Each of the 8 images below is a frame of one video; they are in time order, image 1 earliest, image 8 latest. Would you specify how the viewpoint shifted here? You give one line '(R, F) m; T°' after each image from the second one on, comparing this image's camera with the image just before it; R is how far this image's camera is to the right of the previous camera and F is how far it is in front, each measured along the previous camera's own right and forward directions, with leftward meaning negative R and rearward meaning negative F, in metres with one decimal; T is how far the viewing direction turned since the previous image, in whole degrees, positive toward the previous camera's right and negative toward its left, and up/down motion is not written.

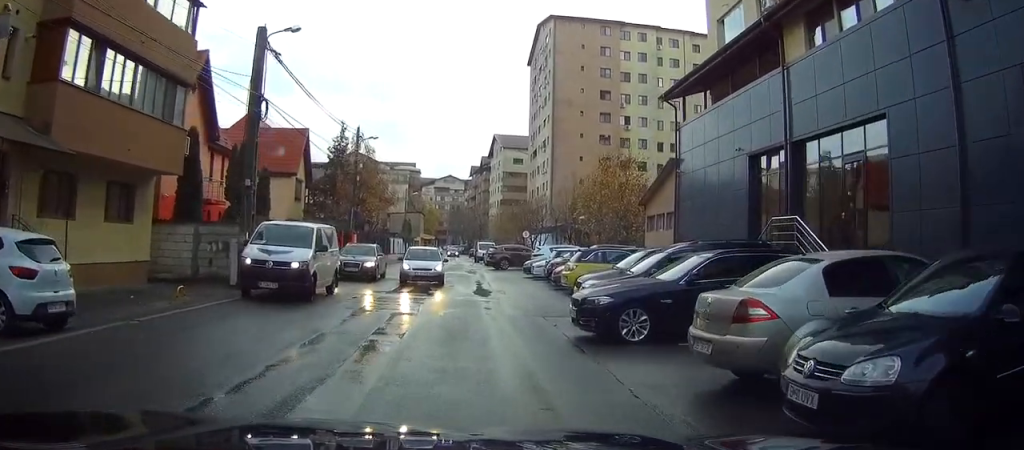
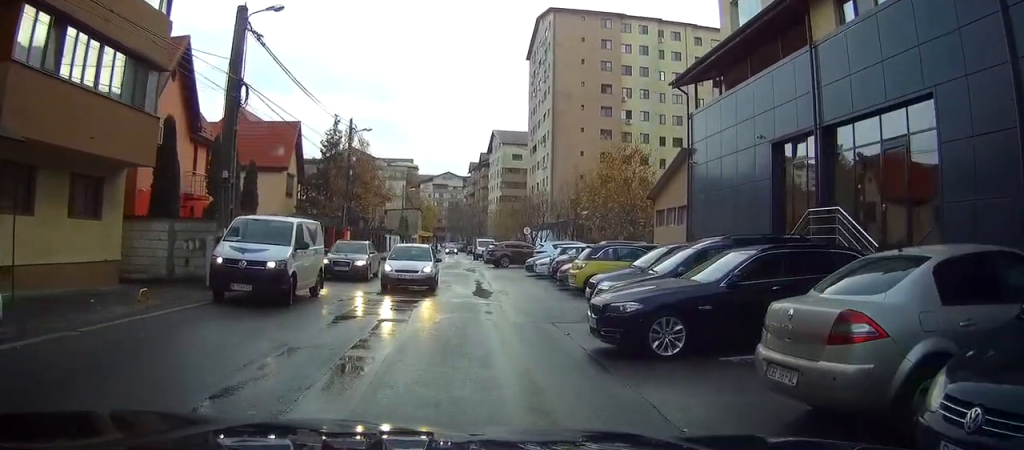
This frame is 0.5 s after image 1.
(-0.1, +1.9) m; +7°
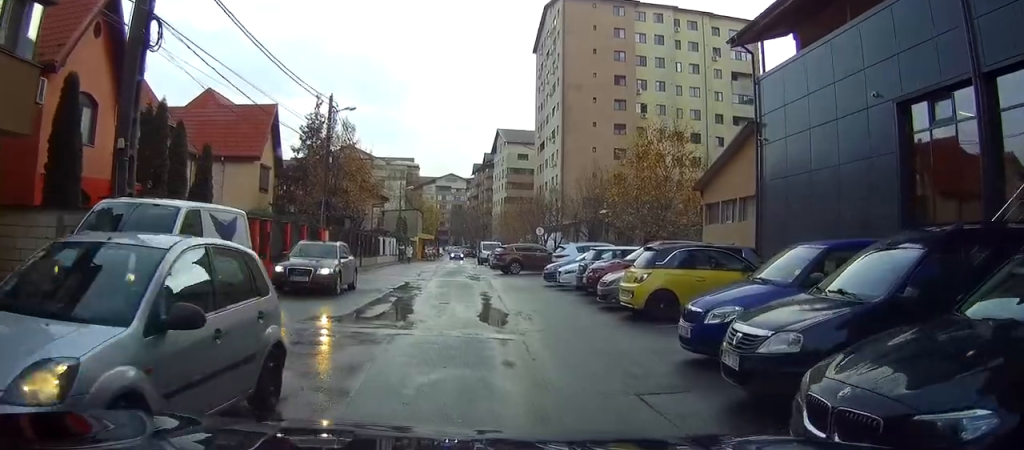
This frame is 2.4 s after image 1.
(-0.2, +7.2) m; -23°
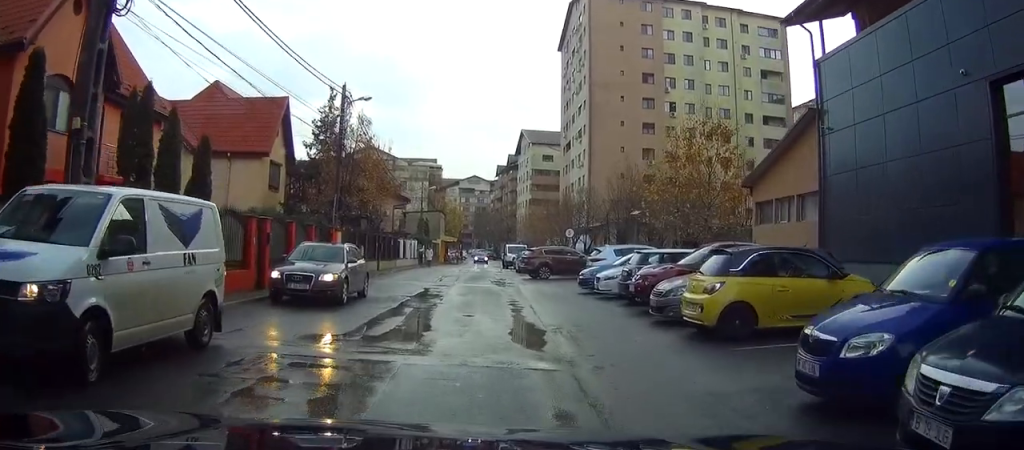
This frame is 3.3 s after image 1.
(-0.1, +2.9) m; +3°
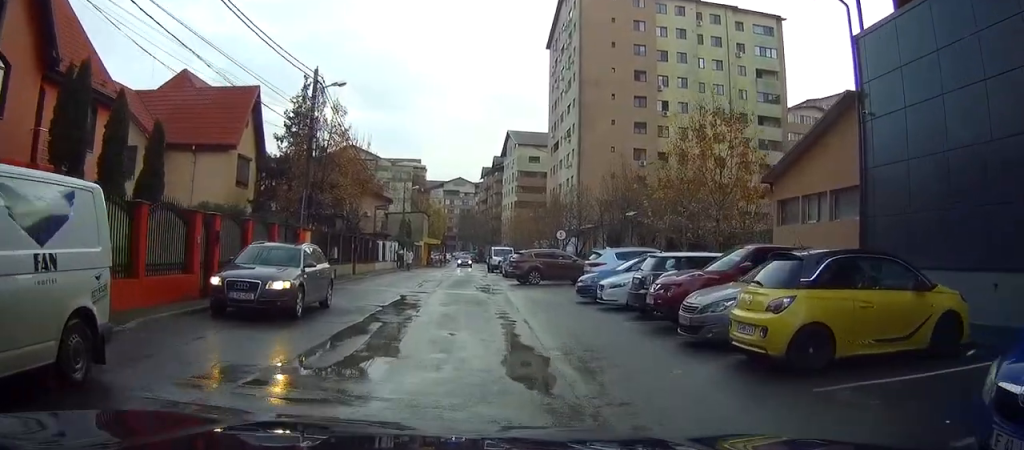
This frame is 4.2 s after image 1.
(+0.2, +2.6) m; +3°
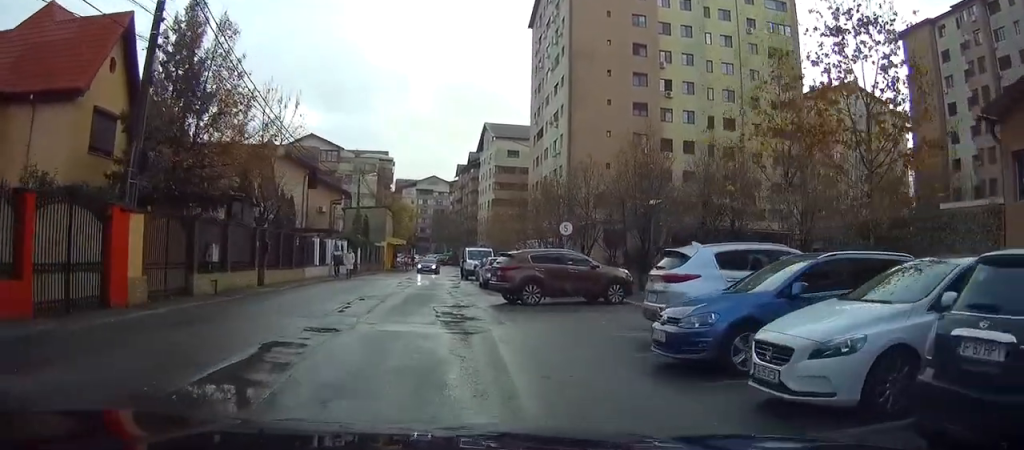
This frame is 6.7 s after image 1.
(-1.7, +10.0) m; -29°
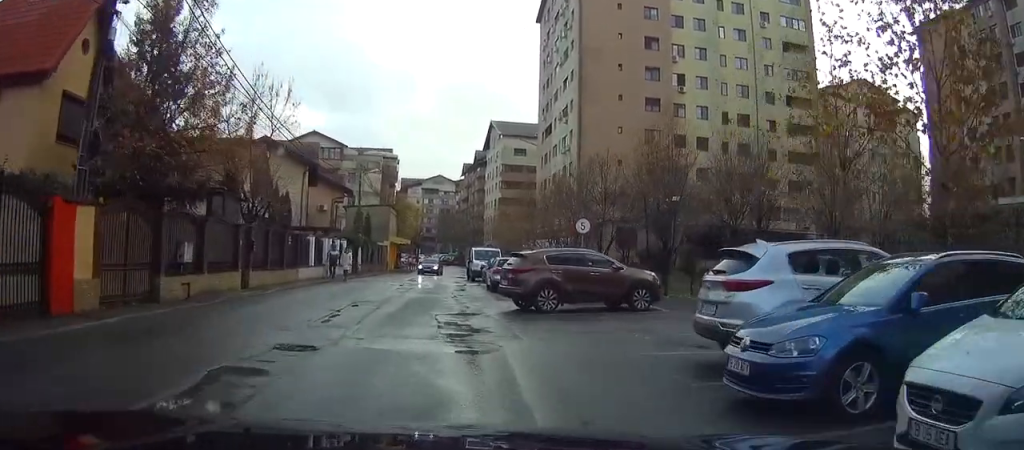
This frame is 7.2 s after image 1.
(-0.6, +2.2) m; -5°
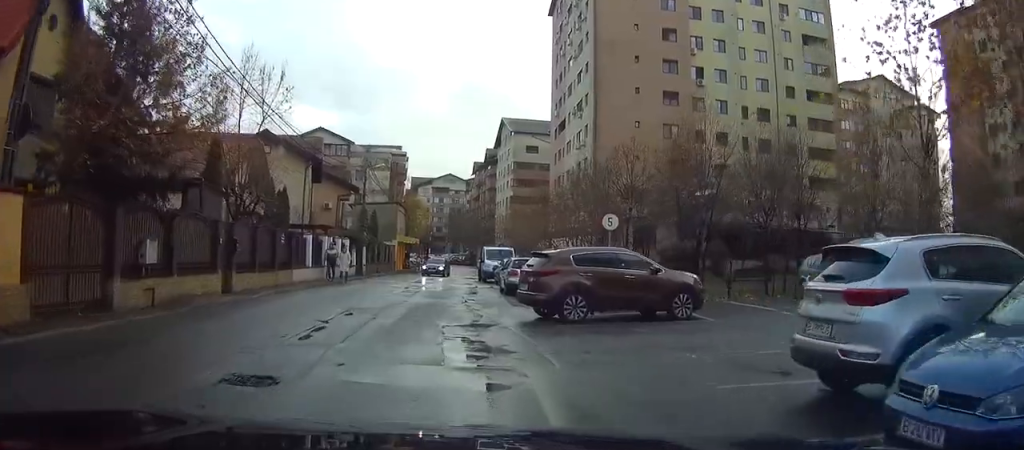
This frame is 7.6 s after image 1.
(0.0, +2.8) m; +2°
